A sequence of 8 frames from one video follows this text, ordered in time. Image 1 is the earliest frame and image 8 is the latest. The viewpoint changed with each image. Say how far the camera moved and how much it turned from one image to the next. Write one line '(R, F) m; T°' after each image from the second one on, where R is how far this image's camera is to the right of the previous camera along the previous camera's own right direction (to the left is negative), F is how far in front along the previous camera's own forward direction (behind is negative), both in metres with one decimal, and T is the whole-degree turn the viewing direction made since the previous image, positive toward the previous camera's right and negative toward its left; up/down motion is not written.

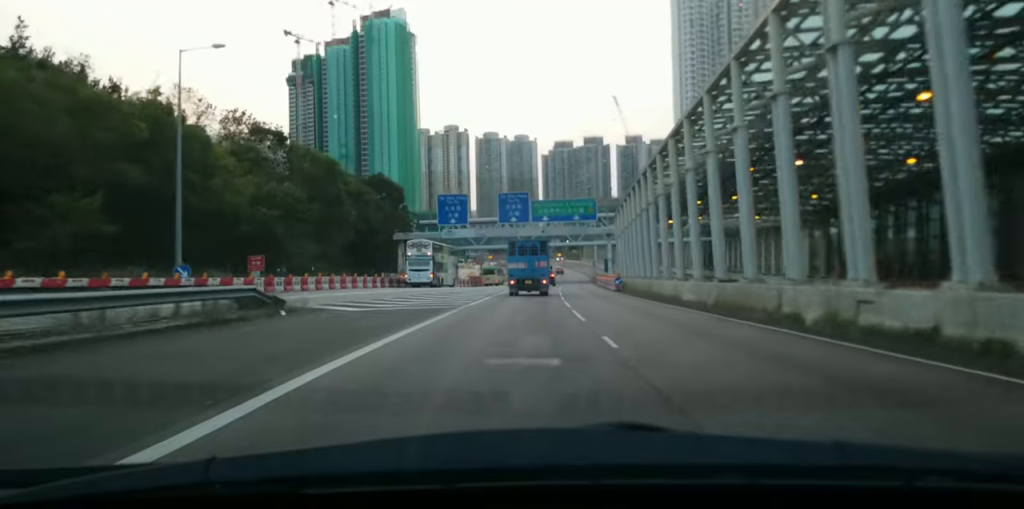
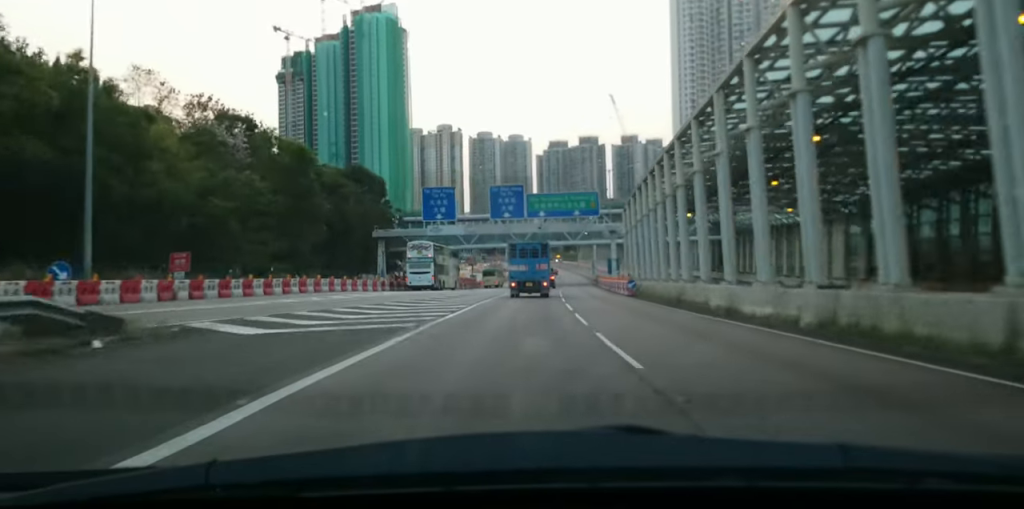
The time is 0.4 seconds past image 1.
(+0.1, +9.6) m; 0°
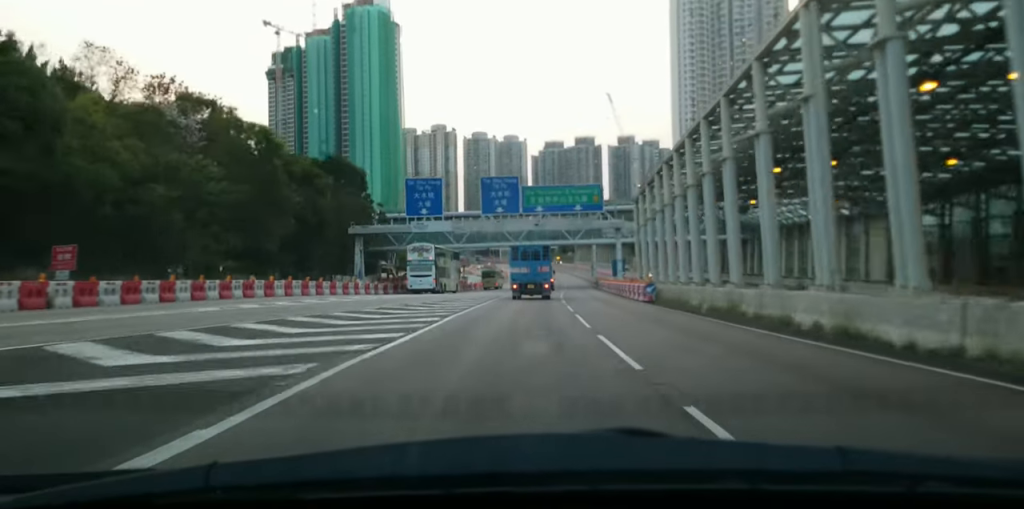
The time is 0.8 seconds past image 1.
(-0.2, +8.8) m; 0°
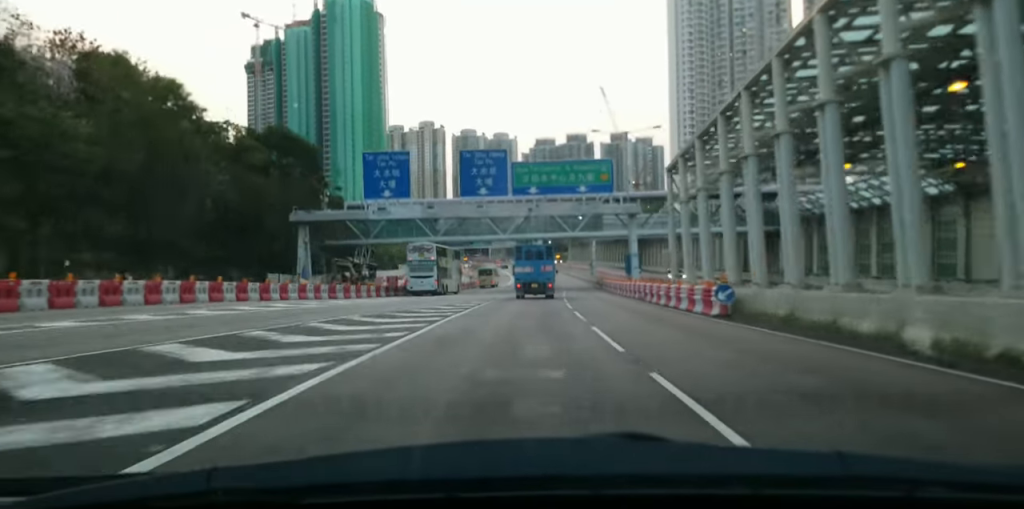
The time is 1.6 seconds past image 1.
(0.0, +15.9) m; 0°
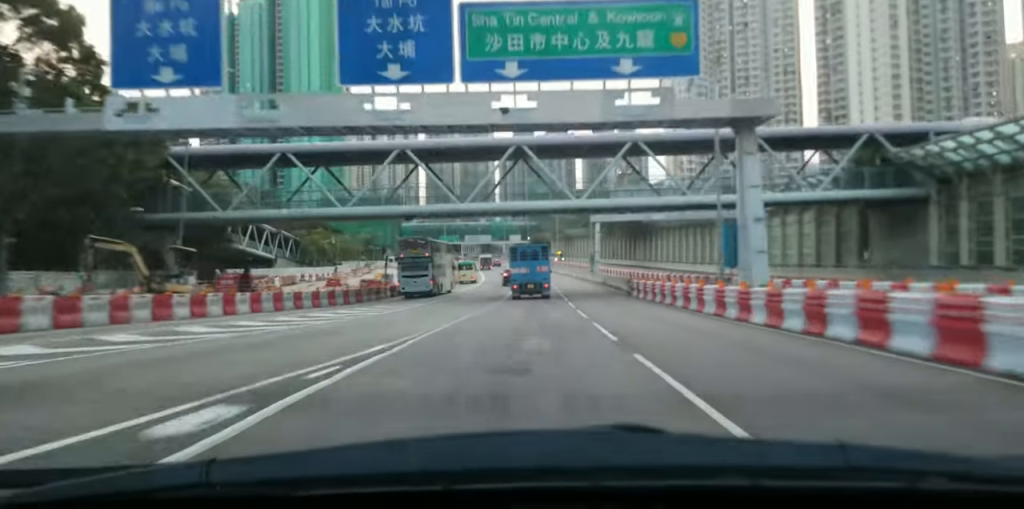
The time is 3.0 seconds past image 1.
(+0.5, +33.2) m; +2°
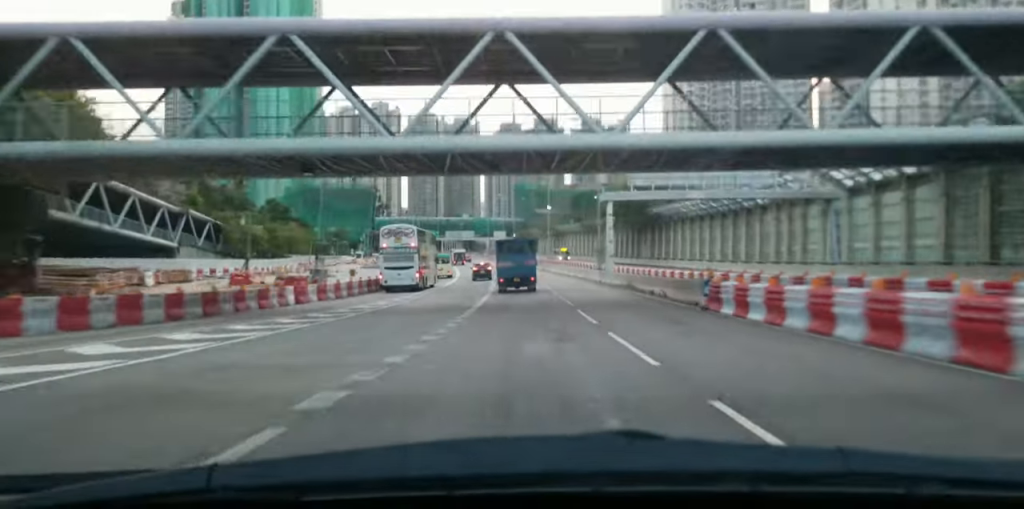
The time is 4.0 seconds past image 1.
(+0.3, +22.1) m; +1°
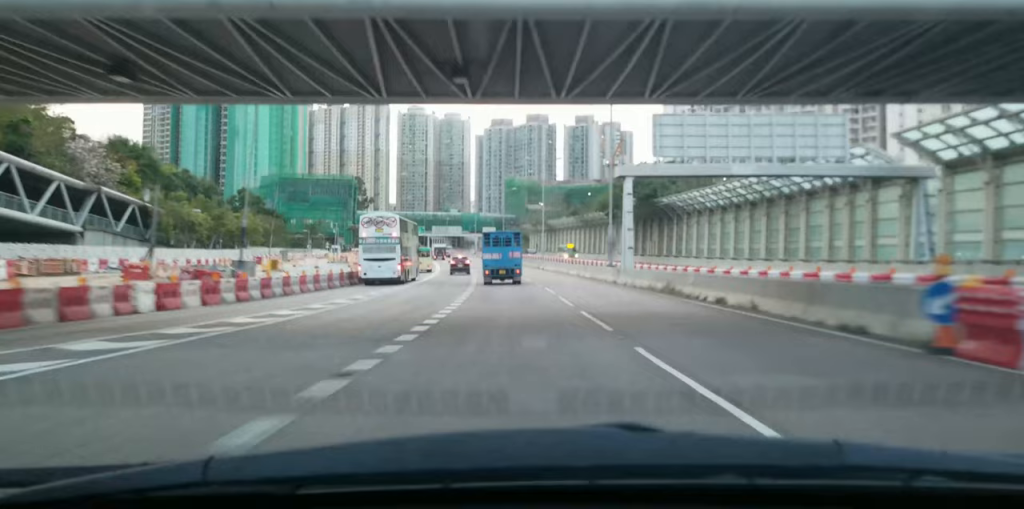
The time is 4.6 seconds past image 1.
(+0.1, +14.9) m; +1°
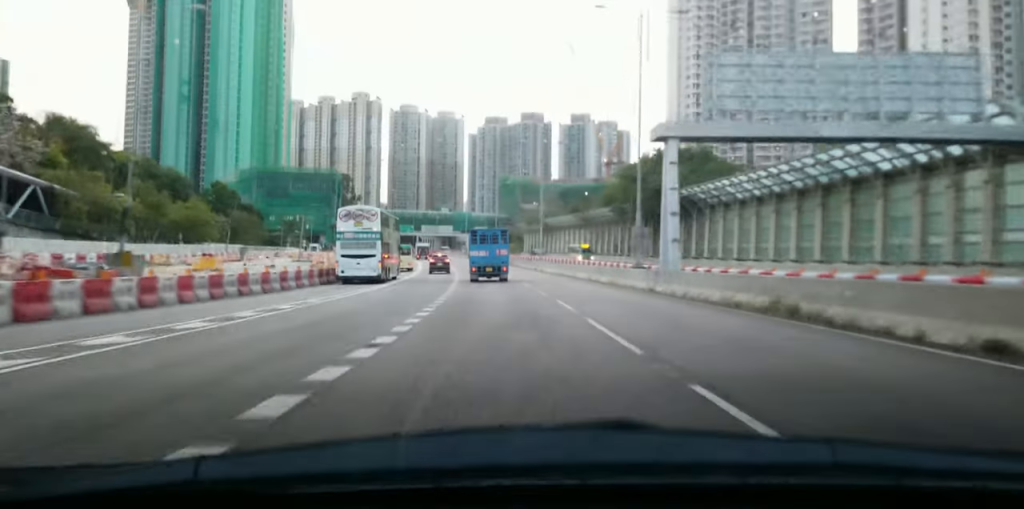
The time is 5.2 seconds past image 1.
(-0.1, +12.1) m; +1°
